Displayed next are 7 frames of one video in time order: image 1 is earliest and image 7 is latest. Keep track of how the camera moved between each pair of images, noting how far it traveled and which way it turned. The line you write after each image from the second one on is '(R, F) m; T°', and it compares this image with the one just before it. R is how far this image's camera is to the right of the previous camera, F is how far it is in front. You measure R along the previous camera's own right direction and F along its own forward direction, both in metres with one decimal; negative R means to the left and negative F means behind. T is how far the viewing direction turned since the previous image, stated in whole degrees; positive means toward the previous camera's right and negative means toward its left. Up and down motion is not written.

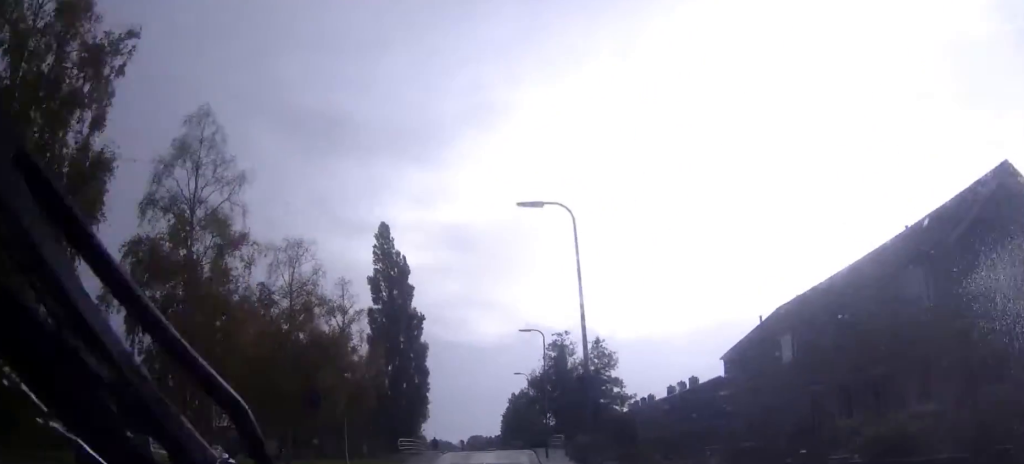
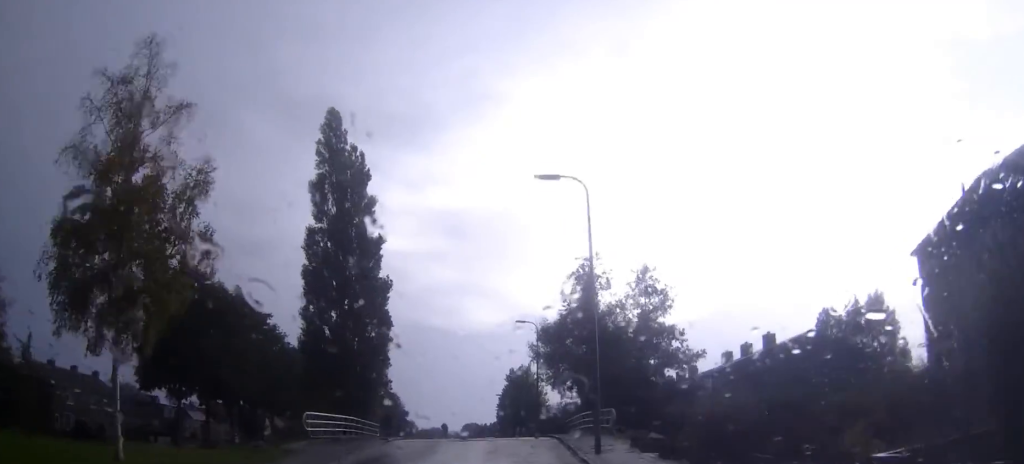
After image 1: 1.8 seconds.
(-0.1, +24.7) m; 0°
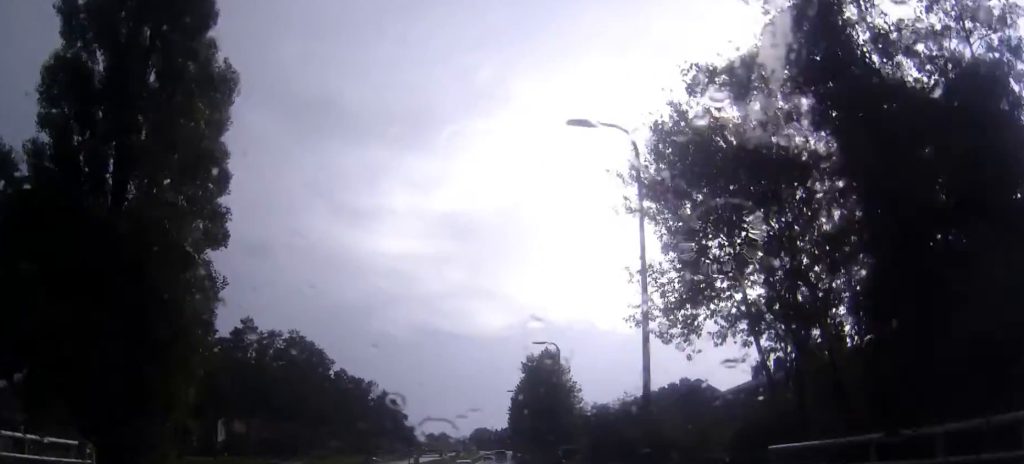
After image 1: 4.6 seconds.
(-0.2, +34.5) m; 0°
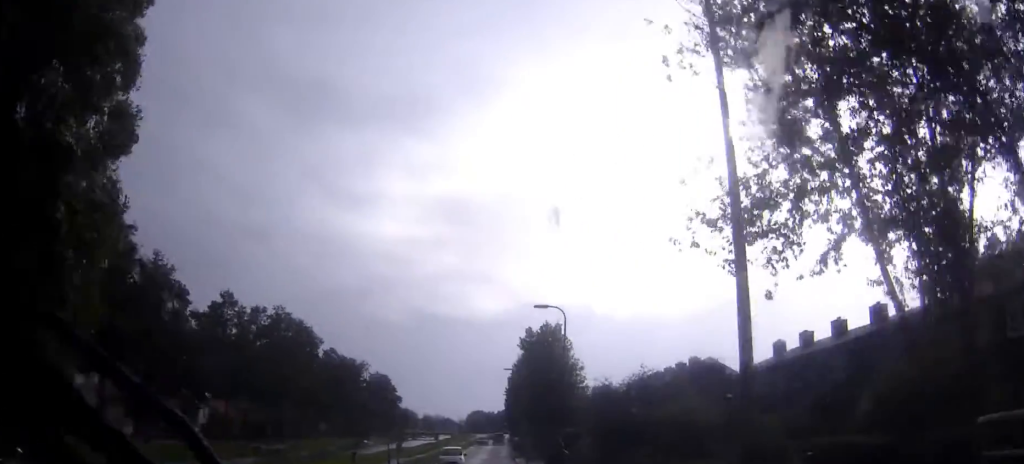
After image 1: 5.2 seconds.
(0.0, +6.4) m; 0°
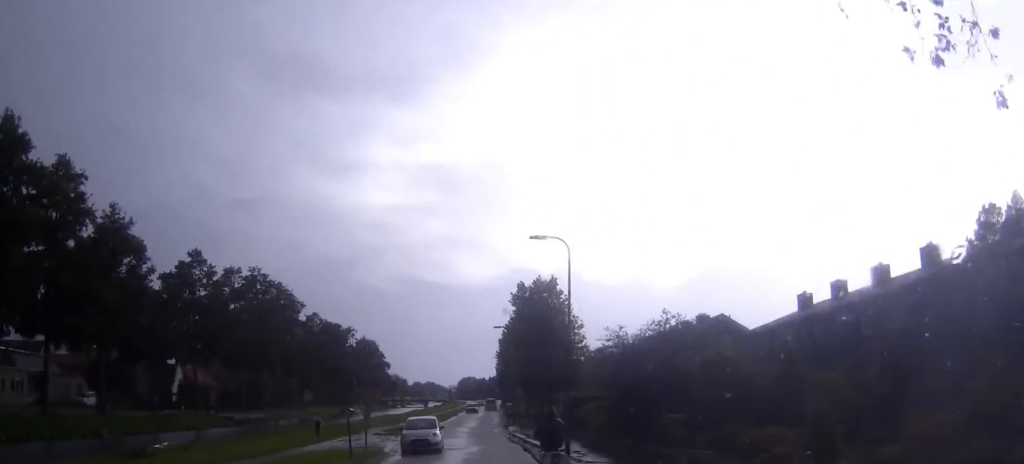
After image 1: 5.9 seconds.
(+0.1, +7.4) m; 0°
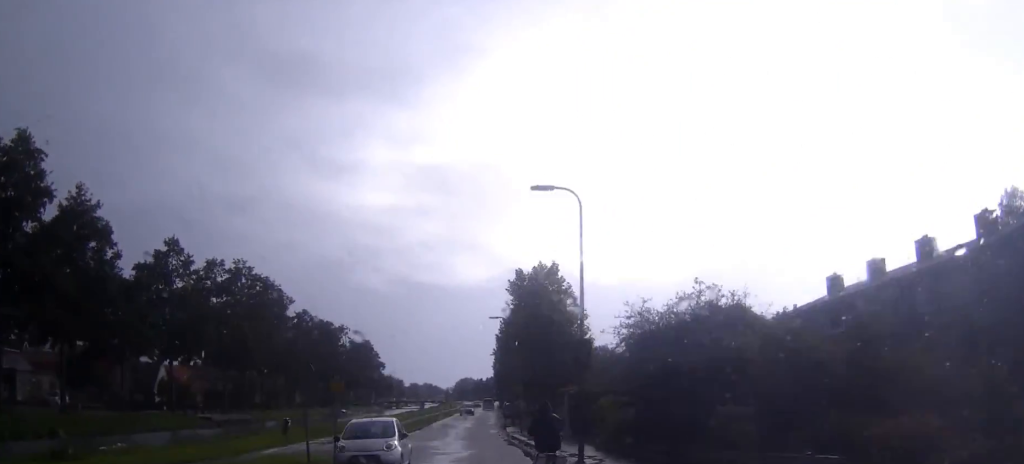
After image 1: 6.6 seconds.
(-0.1, +5.4) m; 0°
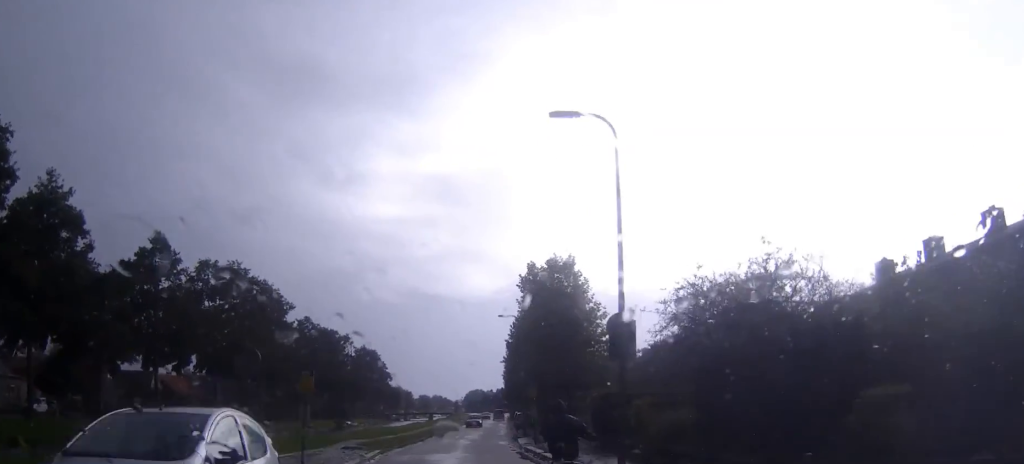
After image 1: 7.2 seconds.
(0.0, +5.5) m; 0°
